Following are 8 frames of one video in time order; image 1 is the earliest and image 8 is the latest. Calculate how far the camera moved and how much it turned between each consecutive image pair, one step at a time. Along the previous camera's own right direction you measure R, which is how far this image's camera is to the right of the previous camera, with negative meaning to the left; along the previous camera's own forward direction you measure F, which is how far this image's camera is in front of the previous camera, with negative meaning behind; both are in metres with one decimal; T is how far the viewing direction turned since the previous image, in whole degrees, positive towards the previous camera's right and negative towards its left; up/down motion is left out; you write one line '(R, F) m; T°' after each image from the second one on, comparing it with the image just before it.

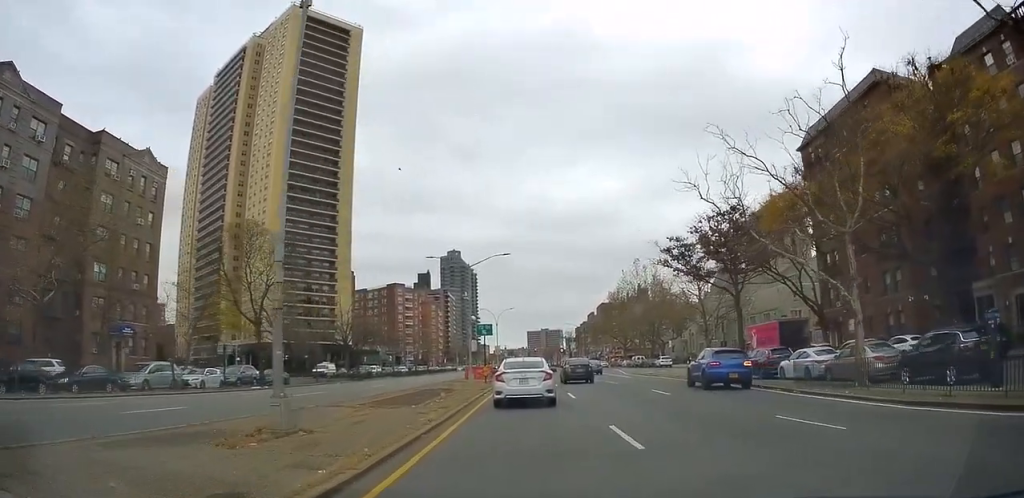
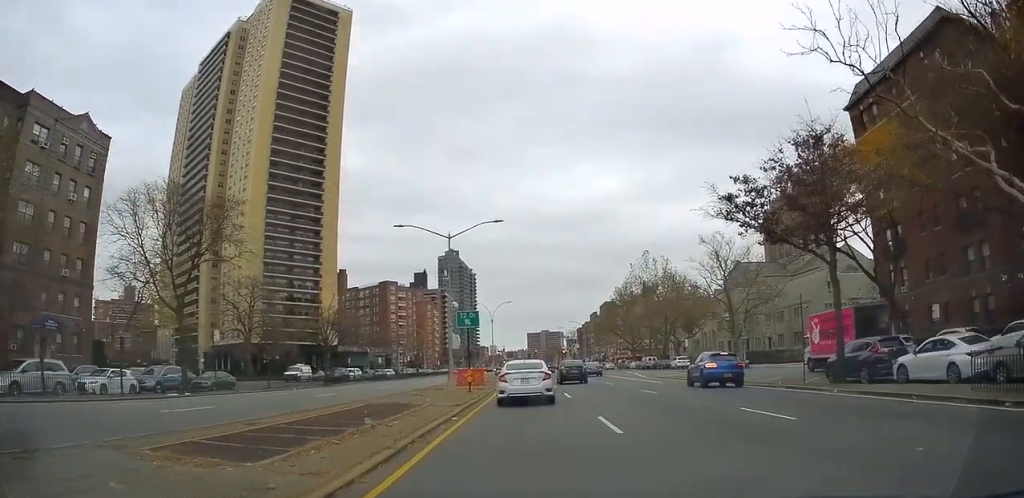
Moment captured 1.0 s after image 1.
(+0.1, +10.8) m; +1°
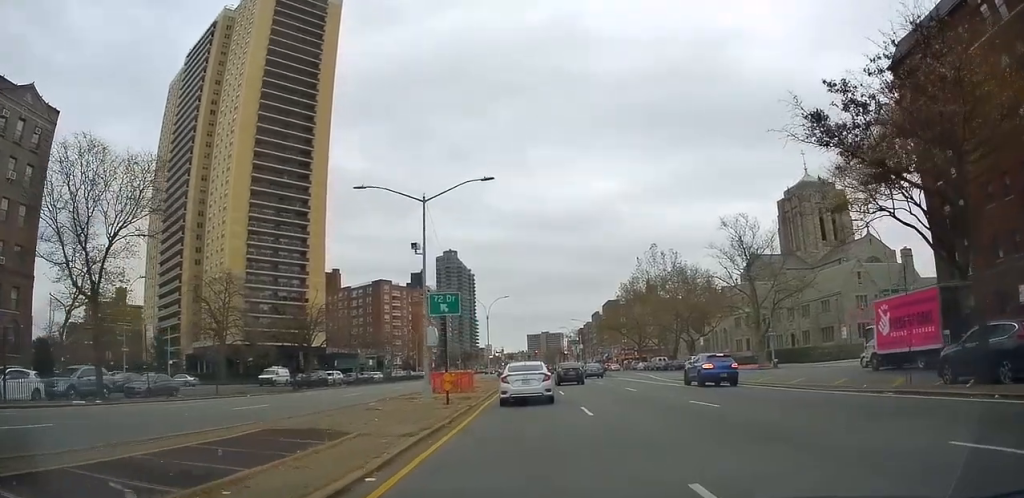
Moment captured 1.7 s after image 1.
(0.0, +7.7) m; 0°
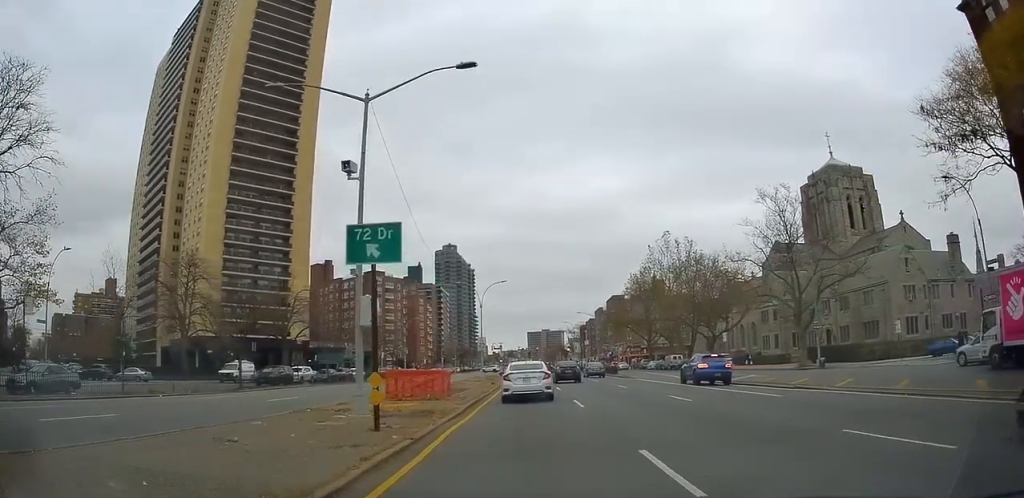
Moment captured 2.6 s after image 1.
(0.0, +9.2) m; 0°
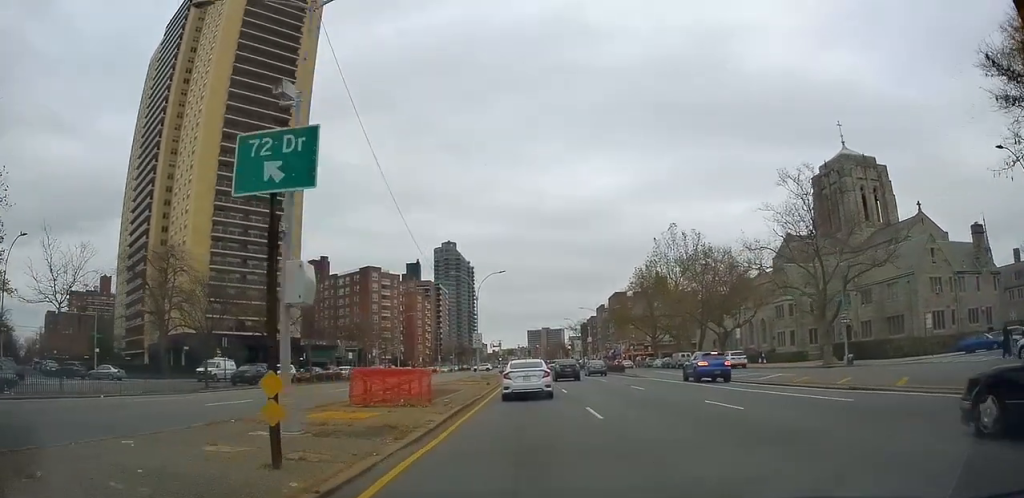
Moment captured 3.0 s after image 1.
(0.0, +4.2) m; 0°
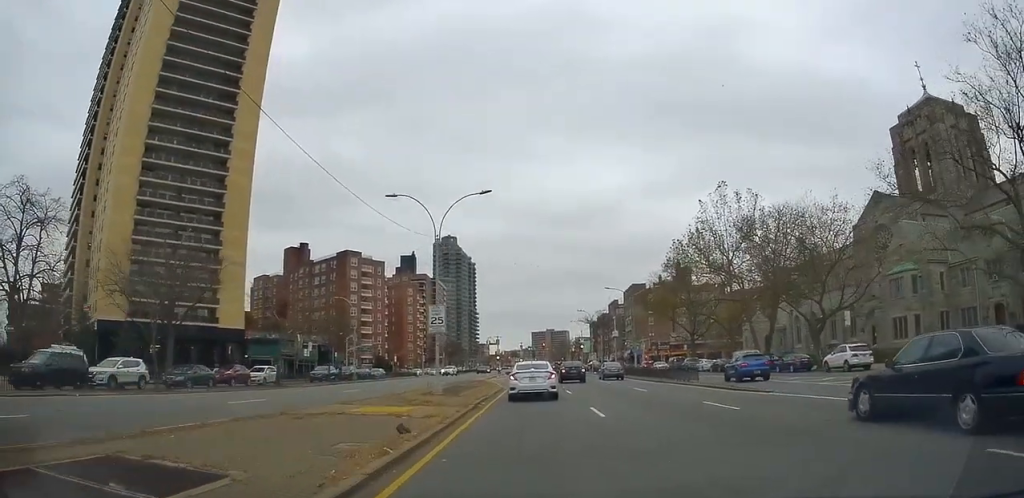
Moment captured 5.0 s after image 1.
(-0.3, +22.4) m; -3°
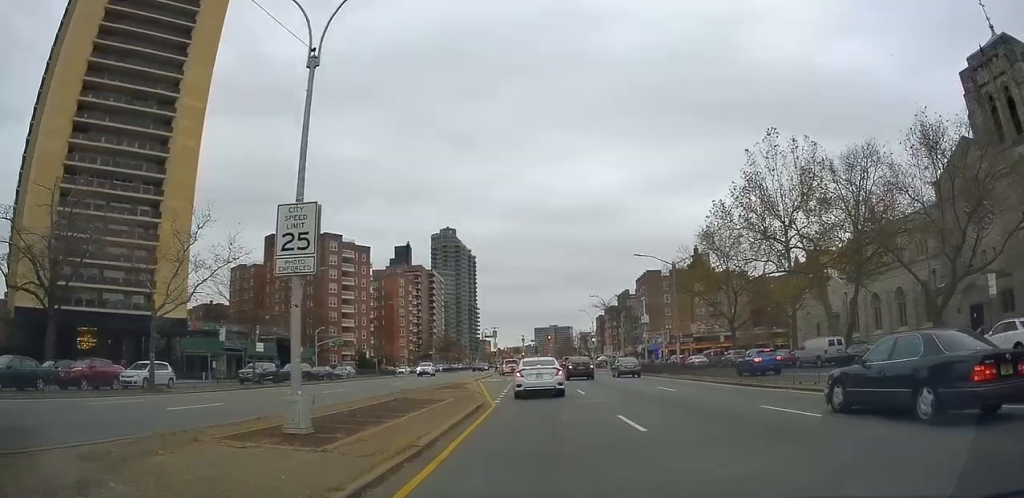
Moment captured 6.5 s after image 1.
(+0.1, +16.9) m; +1°
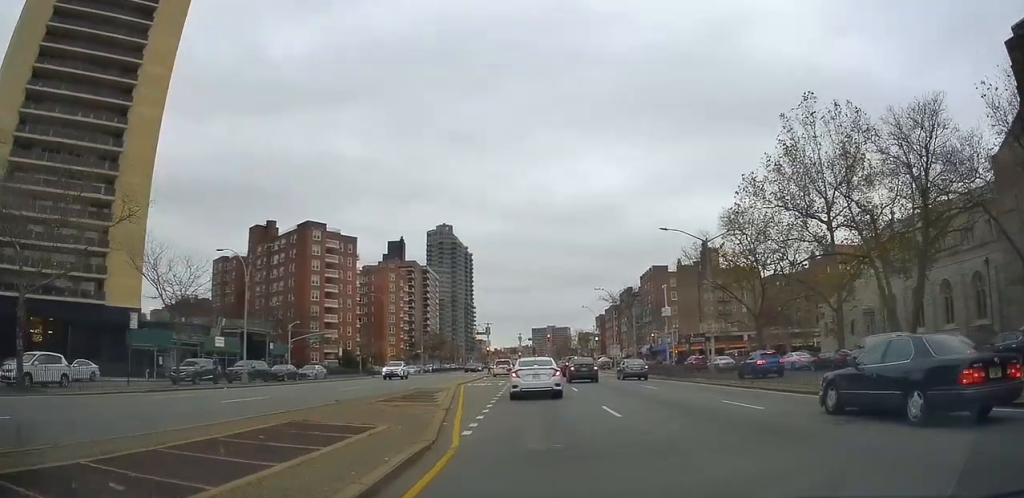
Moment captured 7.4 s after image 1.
(+0.1, +9.6) m; 0°
